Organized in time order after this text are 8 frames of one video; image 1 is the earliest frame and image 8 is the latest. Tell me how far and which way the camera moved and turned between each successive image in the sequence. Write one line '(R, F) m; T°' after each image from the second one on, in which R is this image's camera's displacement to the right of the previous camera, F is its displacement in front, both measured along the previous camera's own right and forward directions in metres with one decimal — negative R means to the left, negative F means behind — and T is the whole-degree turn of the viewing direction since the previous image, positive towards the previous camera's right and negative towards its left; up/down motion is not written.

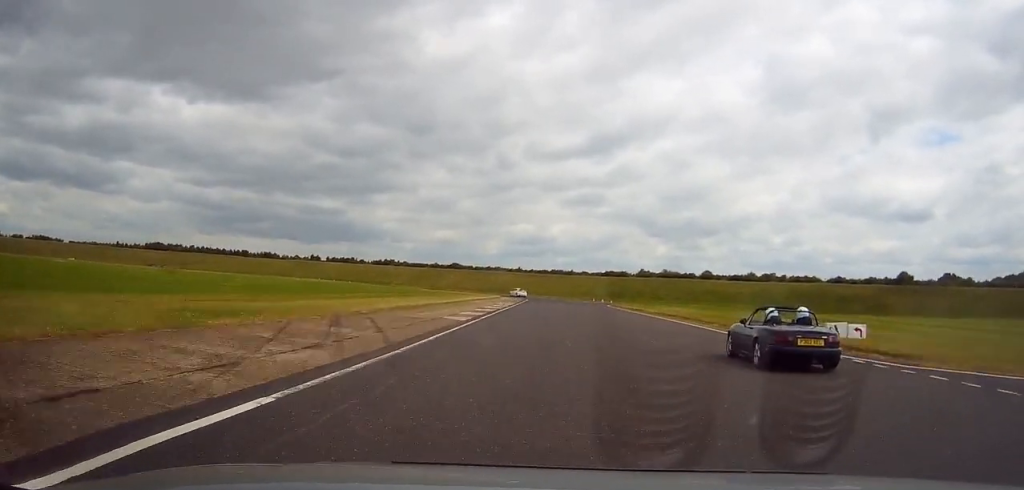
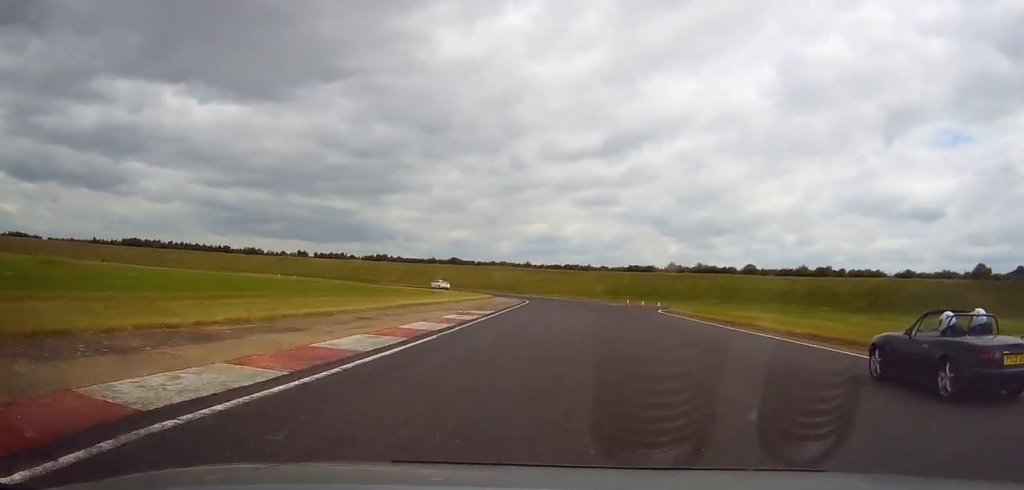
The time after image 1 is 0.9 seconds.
(+0.2, +31.4) m; 0°
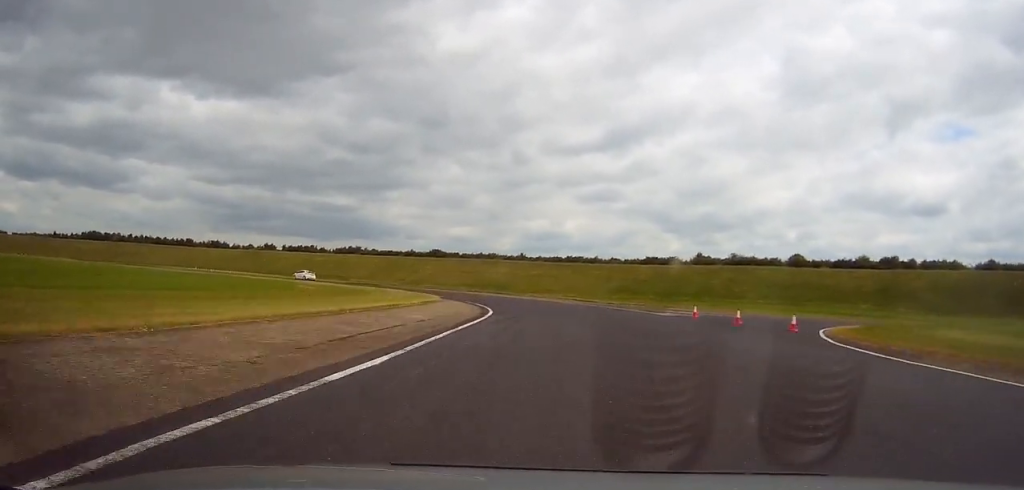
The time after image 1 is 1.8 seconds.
(-0.1, +32.9) m; -2°
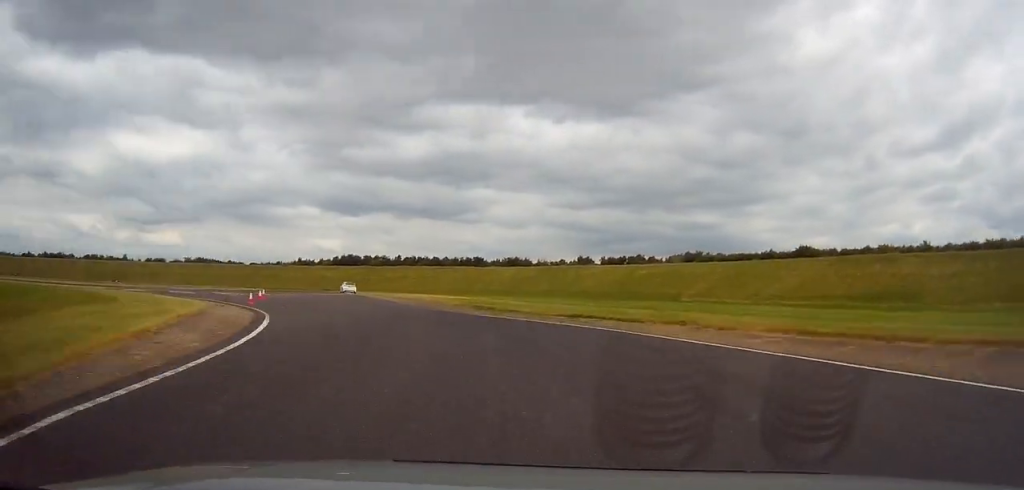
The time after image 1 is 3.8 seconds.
(-11.9, +60.2) m; -29°
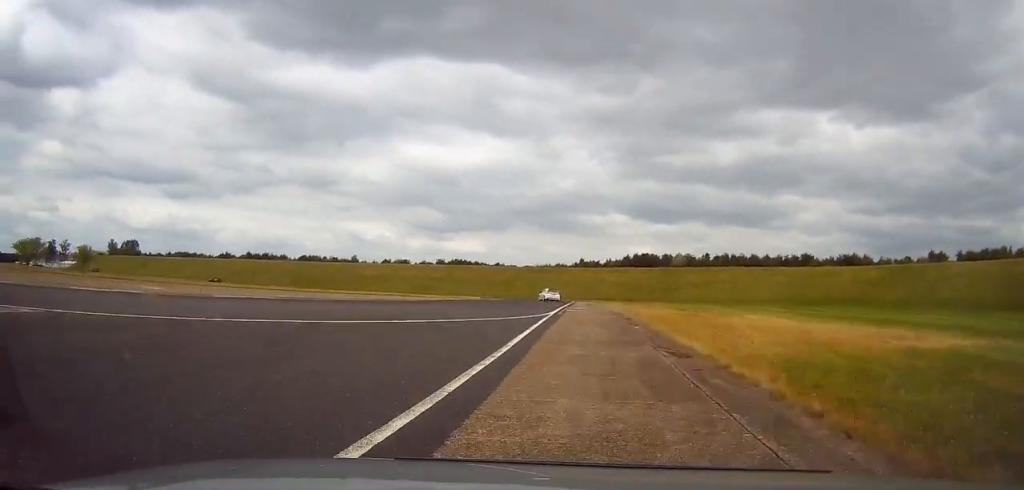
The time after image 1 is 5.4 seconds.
(-13.0, +50.2) m; -22°
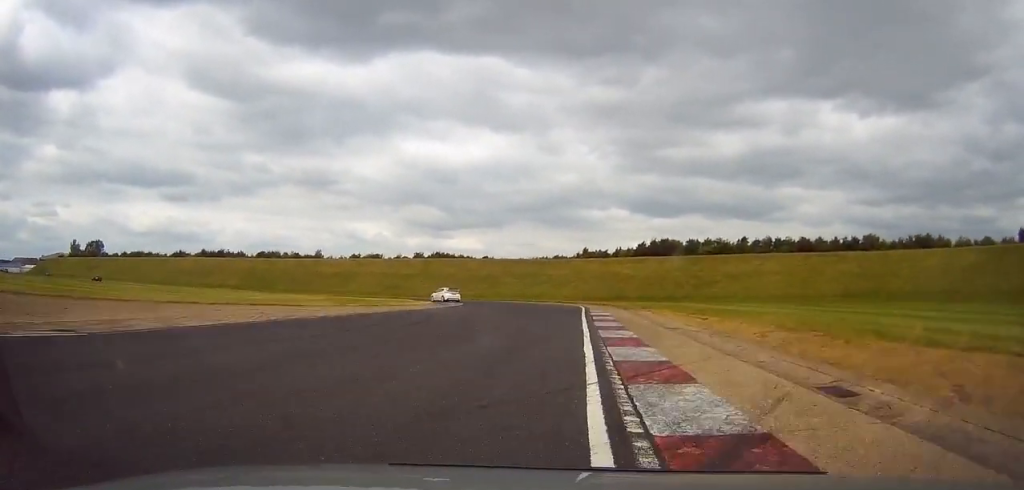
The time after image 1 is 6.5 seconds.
(-2.5, +34.8) m; -6°
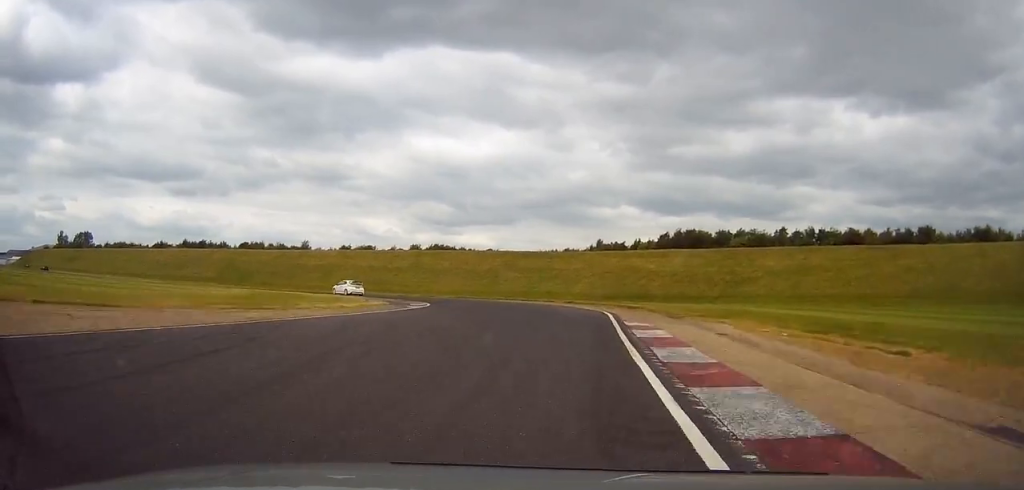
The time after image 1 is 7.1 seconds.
(-0.3, +18.5) m; -4°
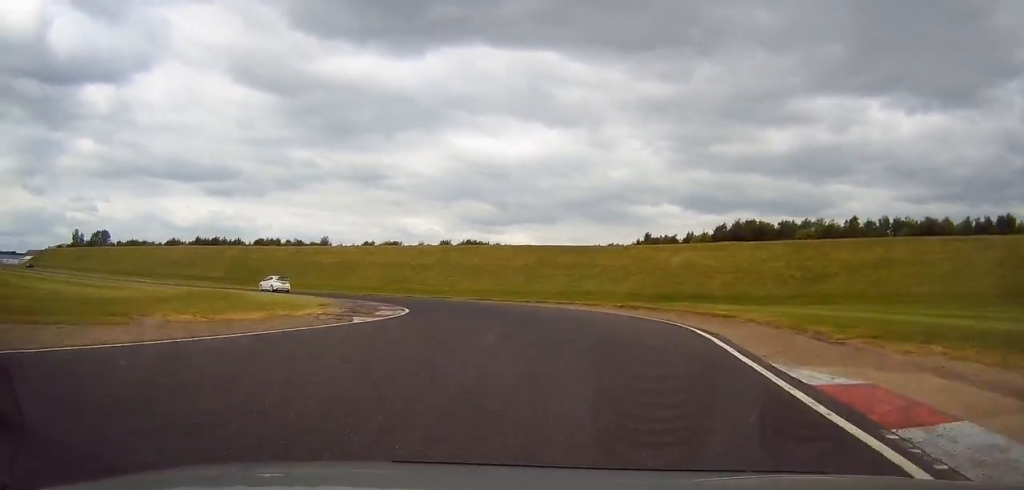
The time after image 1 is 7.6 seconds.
(+0.4, +15.2) m; -5°
